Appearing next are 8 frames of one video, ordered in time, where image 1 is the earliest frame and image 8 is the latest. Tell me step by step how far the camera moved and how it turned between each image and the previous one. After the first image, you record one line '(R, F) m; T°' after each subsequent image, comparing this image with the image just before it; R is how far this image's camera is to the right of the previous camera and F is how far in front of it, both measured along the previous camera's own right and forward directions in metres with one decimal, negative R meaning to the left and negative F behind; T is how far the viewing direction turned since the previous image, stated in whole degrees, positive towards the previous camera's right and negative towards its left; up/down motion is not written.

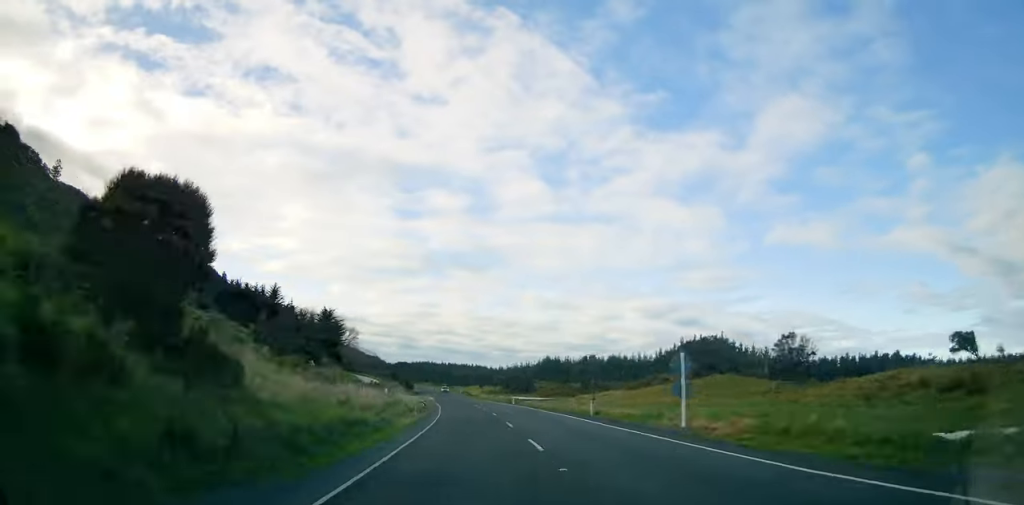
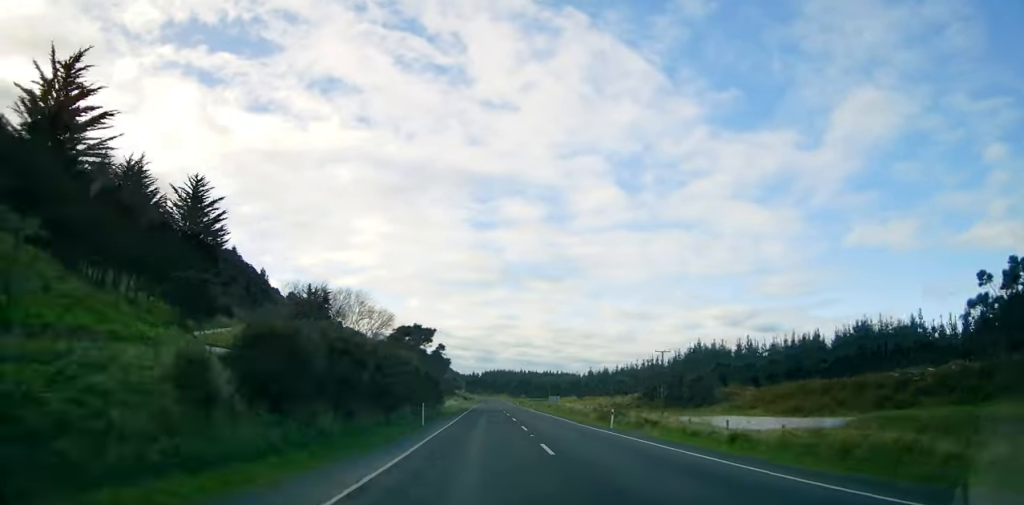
(-3.5, +107.6) m; -3°
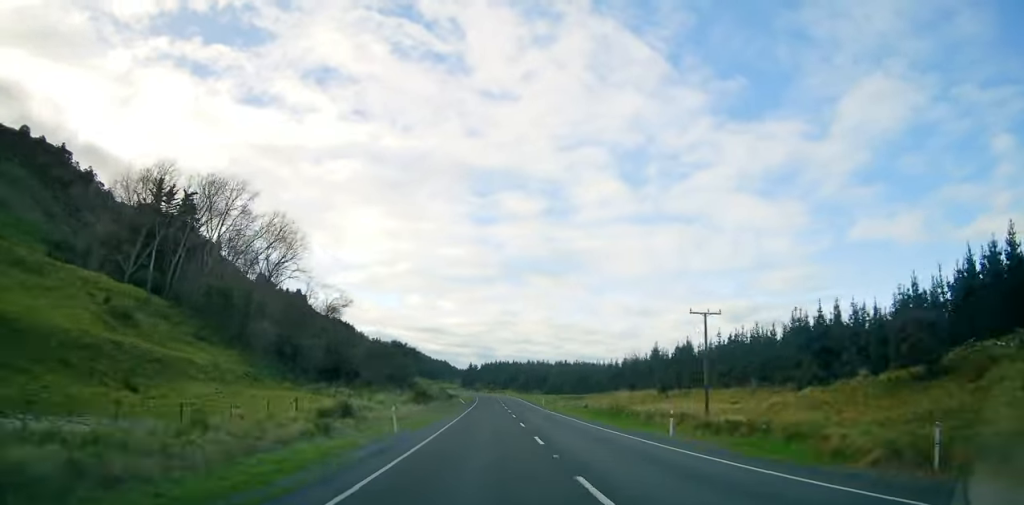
(-1.2, +106.7) m; -2°
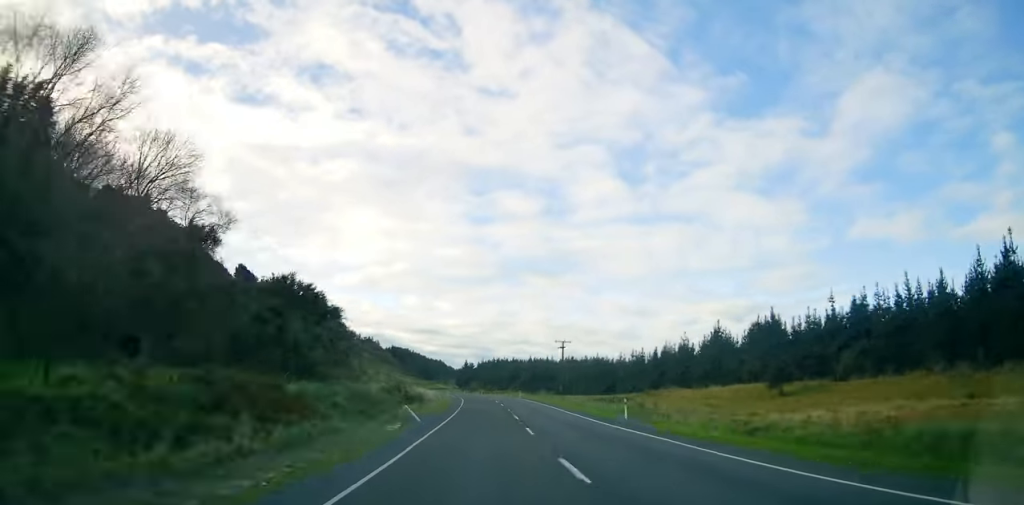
(-0.6, +48.8) m; -1°
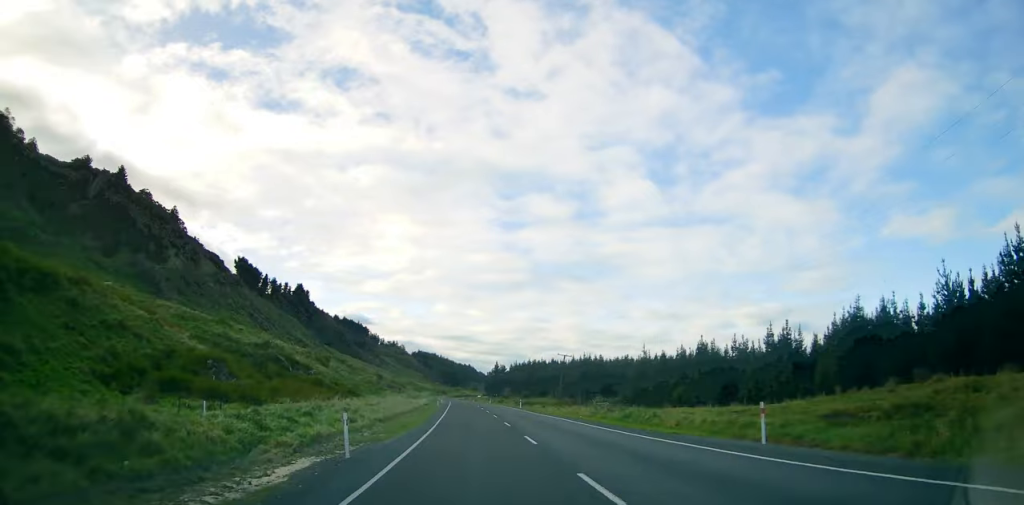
(-1.3, +73.5) m; -3°
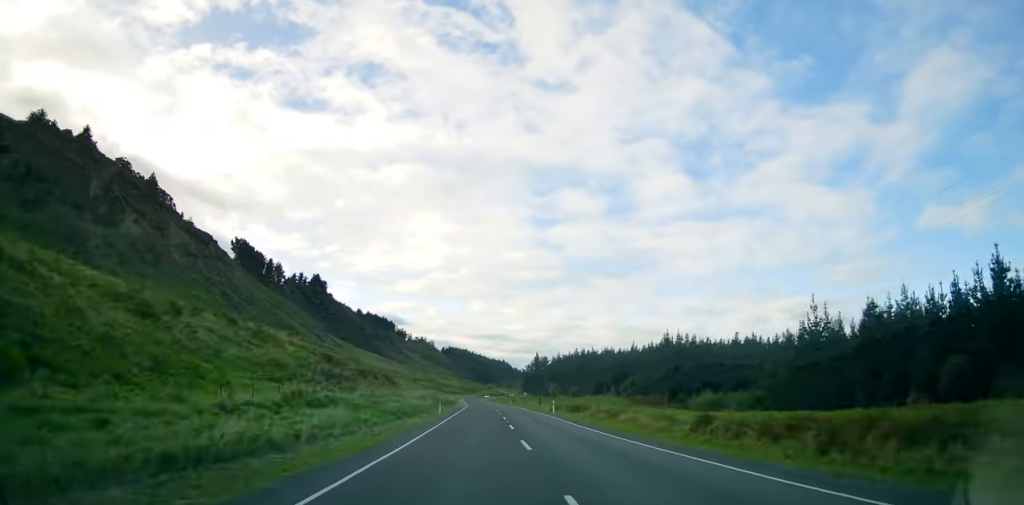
(-1.8, +74.2) m; -2°
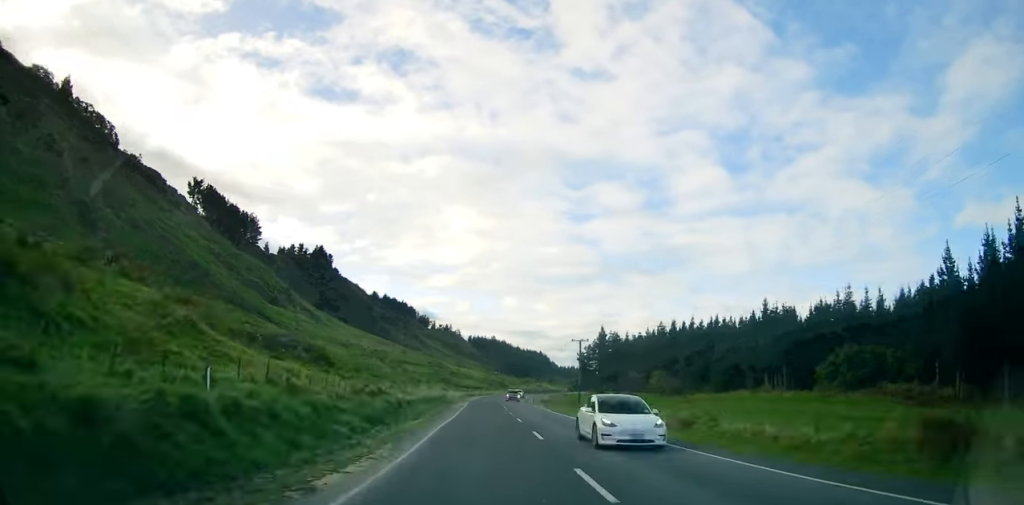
(-3.1, +120.4) m; 0°
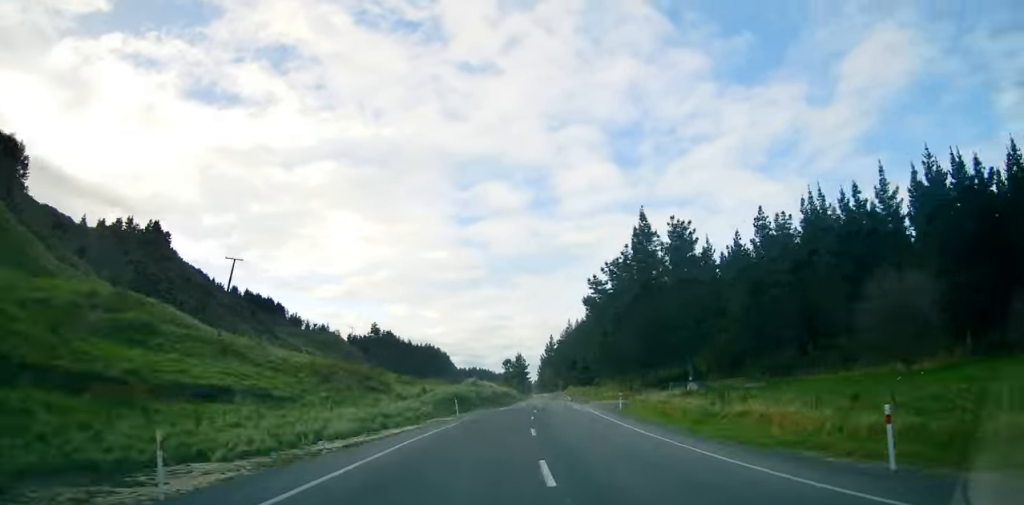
(+10.4, +132.3) m; +10°
